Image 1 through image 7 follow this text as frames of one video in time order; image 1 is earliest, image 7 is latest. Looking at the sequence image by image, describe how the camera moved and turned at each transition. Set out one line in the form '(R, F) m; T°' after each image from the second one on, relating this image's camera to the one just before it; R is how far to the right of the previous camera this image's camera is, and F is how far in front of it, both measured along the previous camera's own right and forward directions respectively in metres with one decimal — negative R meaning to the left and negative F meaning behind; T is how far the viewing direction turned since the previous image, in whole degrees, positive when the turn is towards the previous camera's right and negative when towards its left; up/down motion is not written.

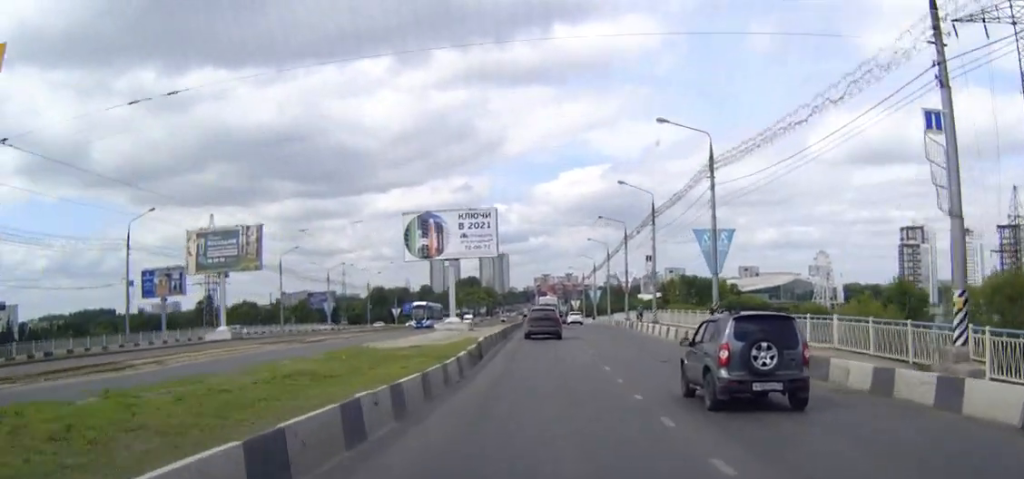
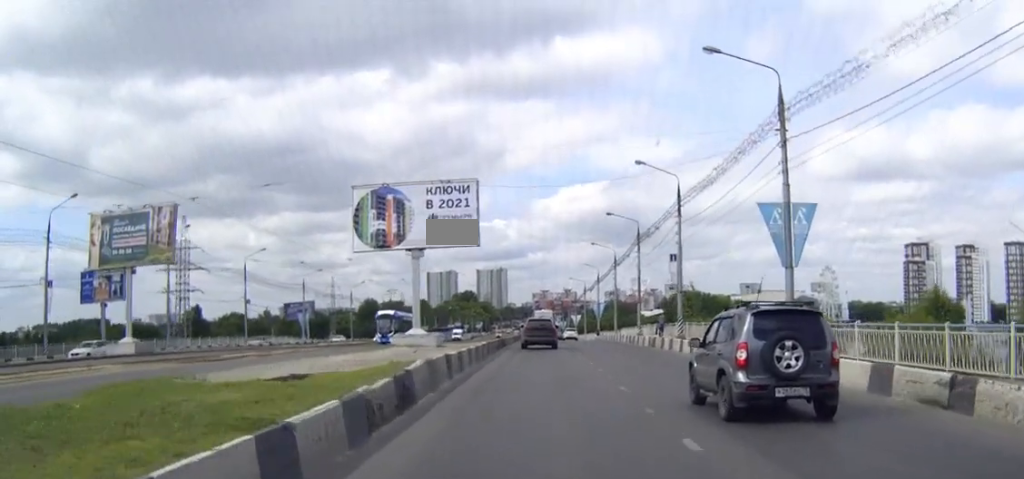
(-0.1, +14.3) m; -1°
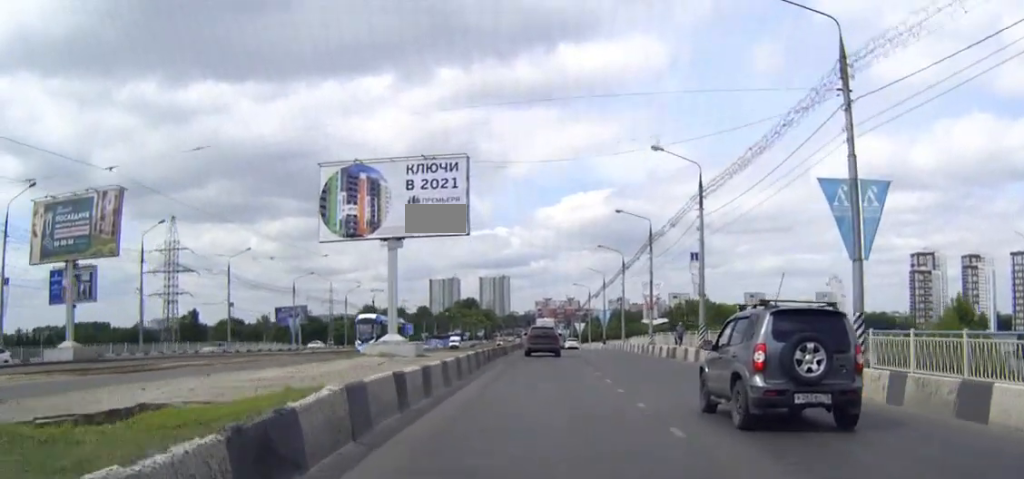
(0.0, +6.9) m; 0°
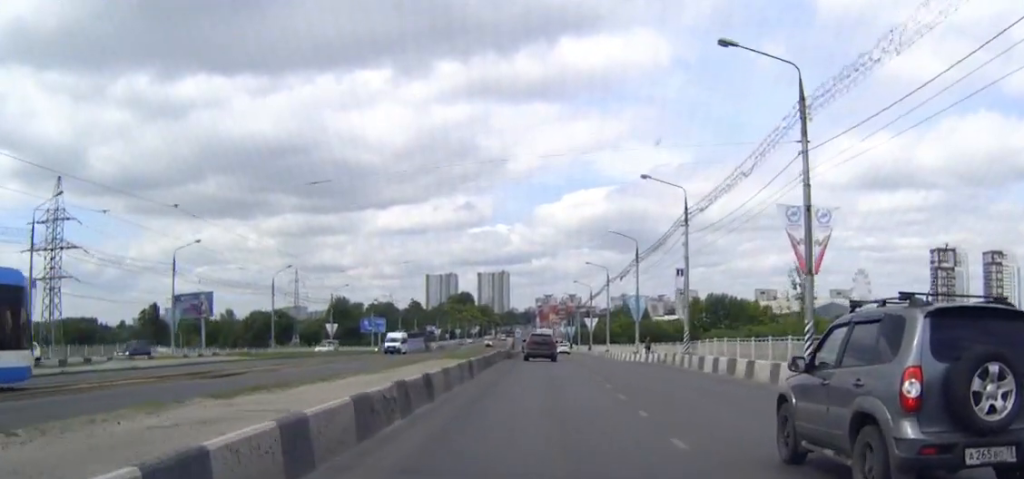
(-0.1, +44.3) m; 0°
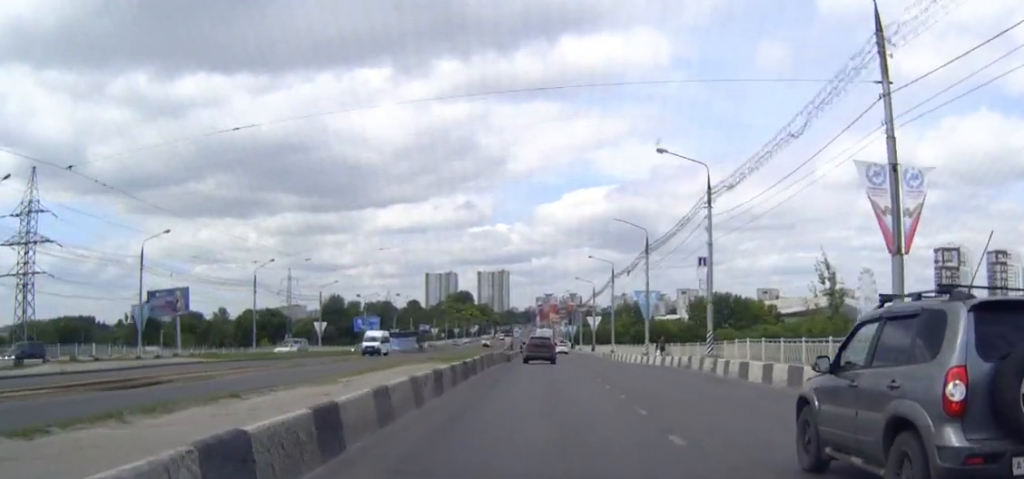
(0.0, +7.7) m; 0°
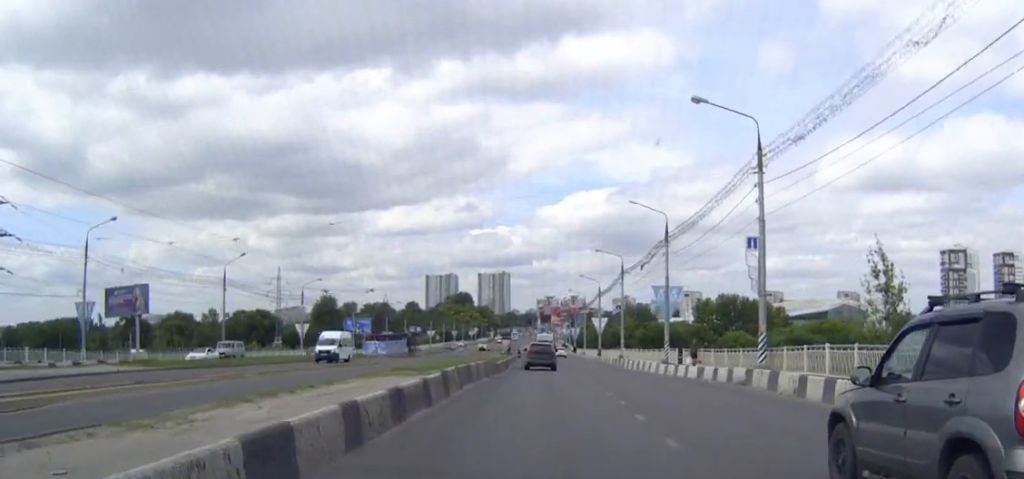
(0.0, +11.2) m; 0°
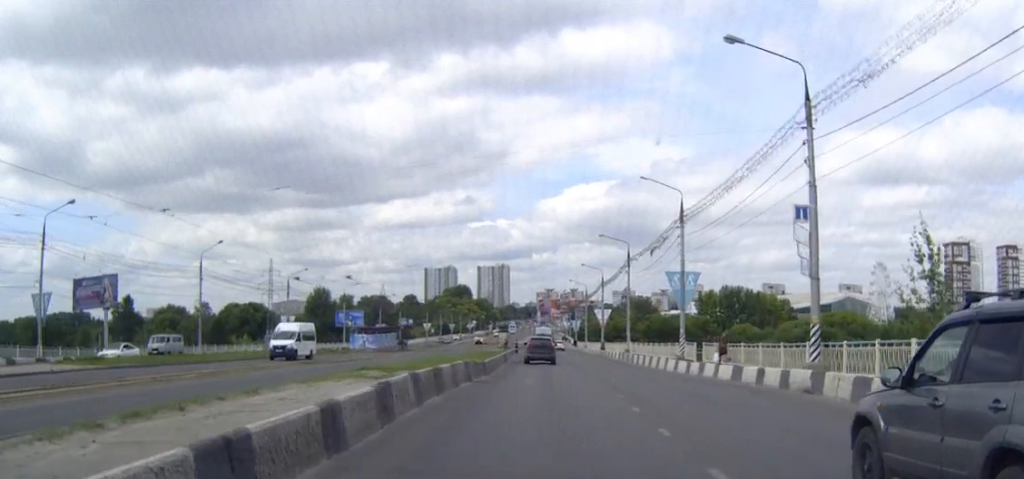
(0.0, +7.1) m; 0°
